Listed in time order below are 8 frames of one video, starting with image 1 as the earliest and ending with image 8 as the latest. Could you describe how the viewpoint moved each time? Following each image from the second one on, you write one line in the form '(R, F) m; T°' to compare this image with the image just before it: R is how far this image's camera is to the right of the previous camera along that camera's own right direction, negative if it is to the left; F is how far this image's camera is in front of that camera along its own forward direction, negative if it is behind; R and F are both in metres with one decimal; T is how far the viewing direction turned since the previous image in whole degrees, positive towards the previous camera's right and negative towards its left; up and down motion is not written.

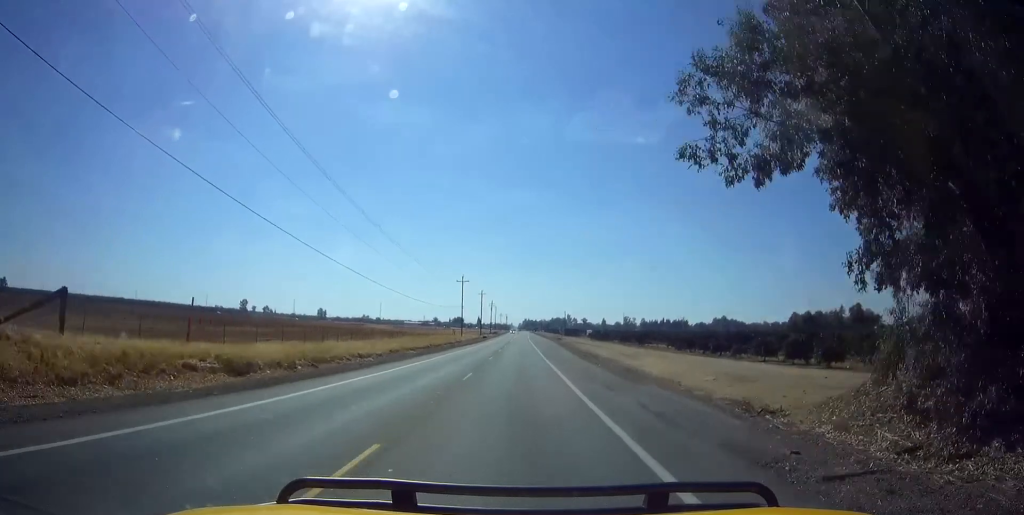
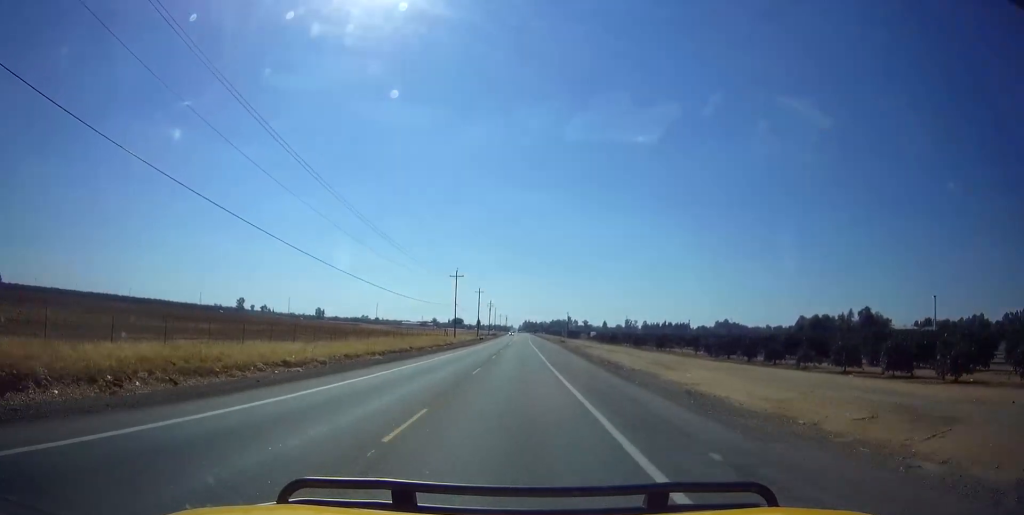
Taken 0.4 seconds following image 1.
(+0.1, +10.5) m; +1°
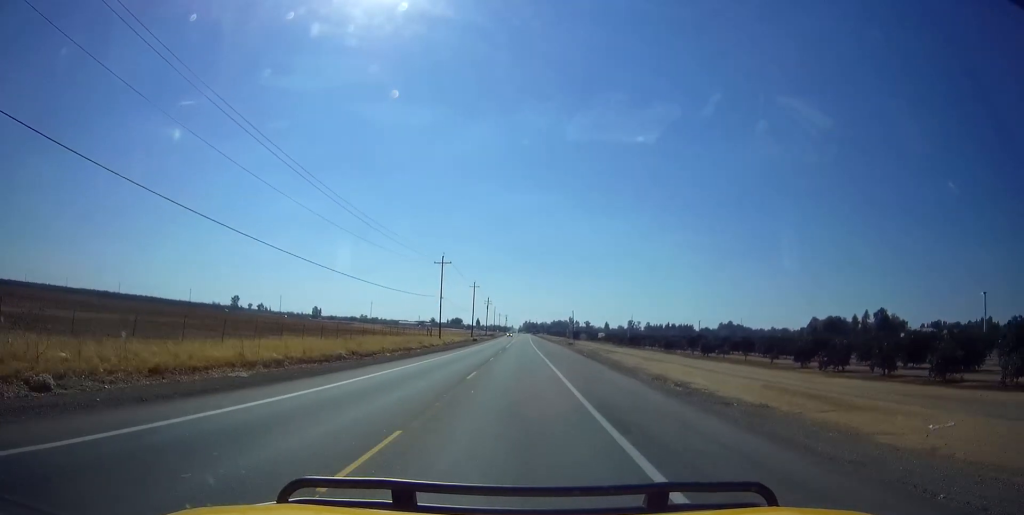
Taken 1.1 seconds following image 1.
(0.0, +17.3) m; -1°
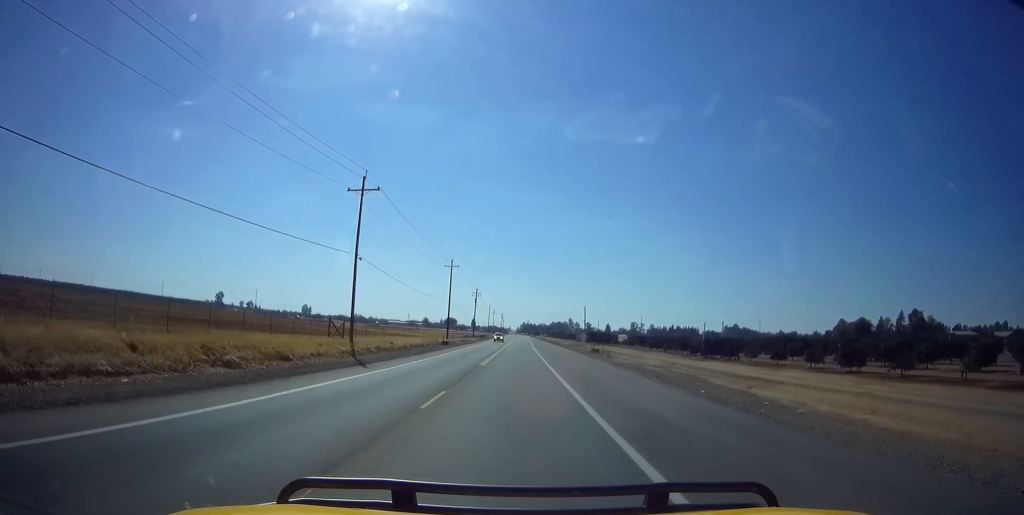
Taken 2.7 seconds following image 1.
(-0.6, +38.4) m; -1°
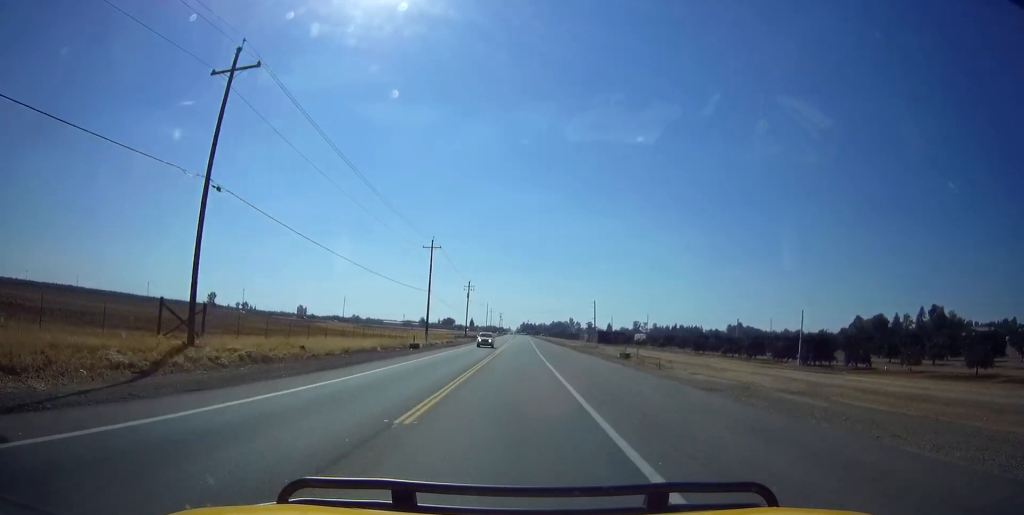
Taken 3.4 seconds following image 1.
(0.0, +19.0) m; 0°
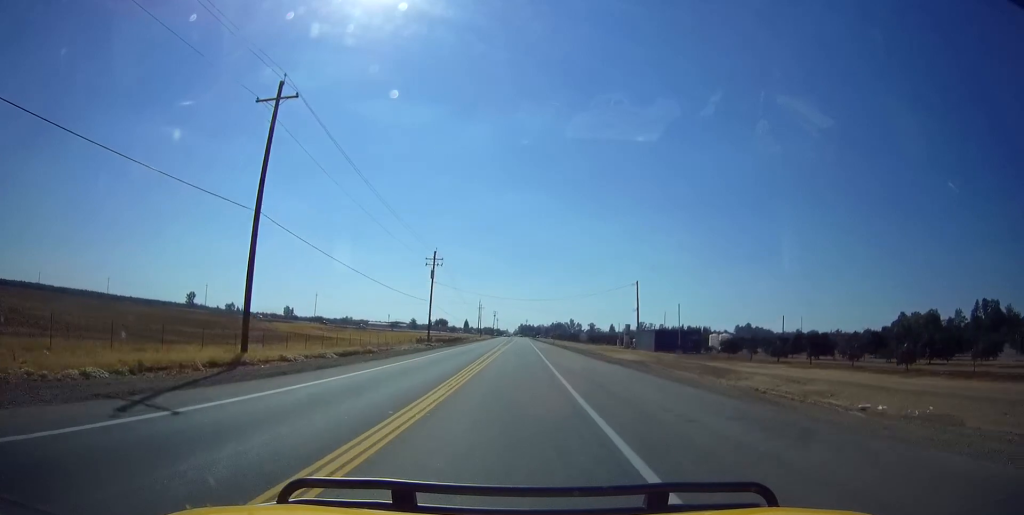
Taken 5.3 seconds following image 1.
(0.0, +45.3) m; -1°
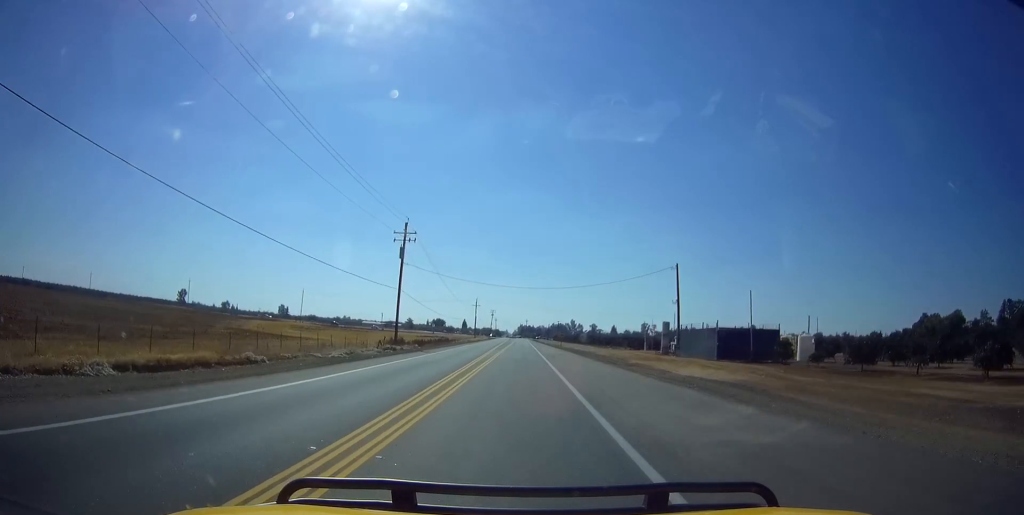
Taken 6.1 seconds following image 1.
(-0.2, +19.4) m; +1°
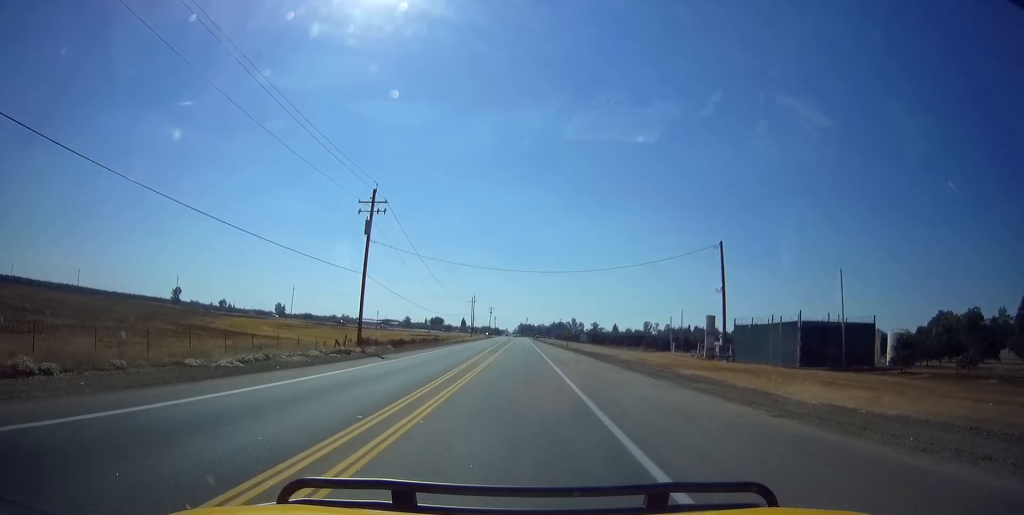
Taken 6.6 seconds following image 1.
(+0.1, +12.7) m; 0°
